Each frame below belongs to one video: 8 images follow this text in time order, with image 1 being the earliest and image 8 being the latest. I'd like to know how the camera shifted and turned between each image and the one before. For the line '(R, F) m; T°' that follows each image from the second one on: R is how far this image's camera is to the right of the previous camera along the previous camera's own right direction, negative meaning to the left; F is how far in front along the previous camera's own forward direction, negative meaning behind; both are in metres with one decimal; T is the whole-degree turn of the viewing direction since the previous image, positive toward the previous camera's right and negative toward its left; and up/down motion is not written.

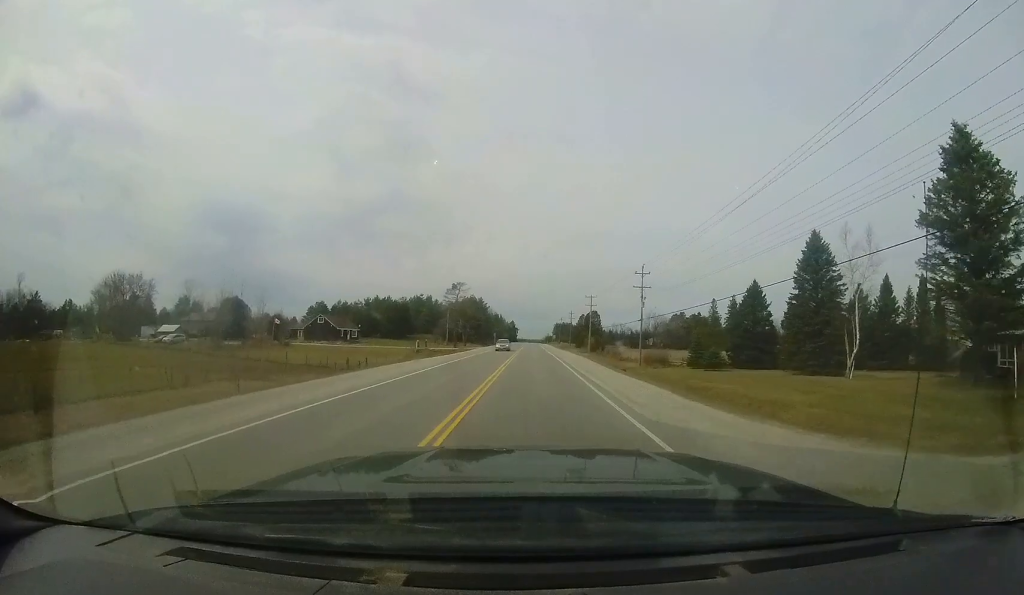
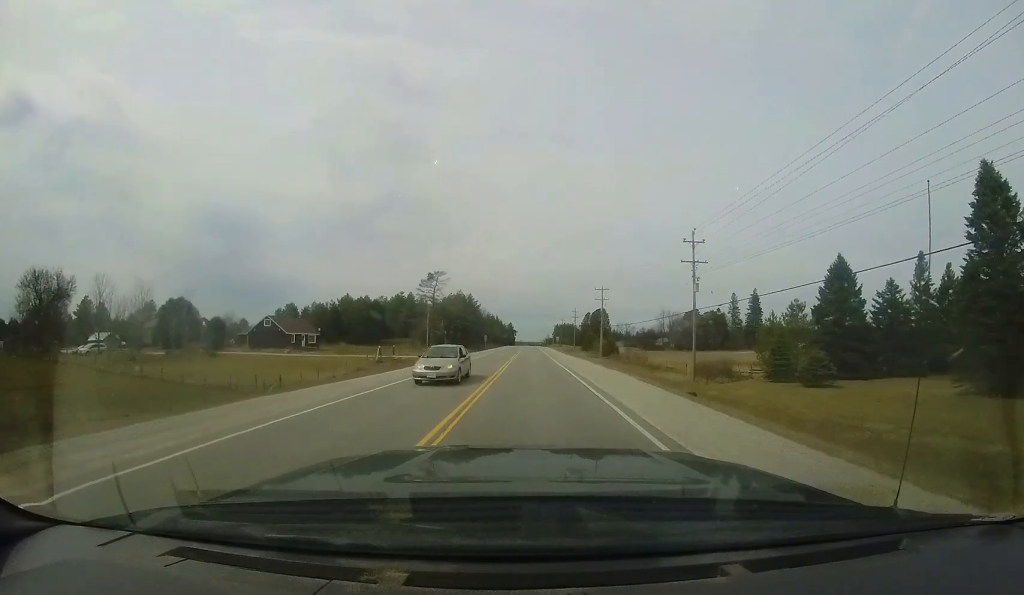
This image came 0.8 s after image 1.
(+0.1, +17.4) m; 0°
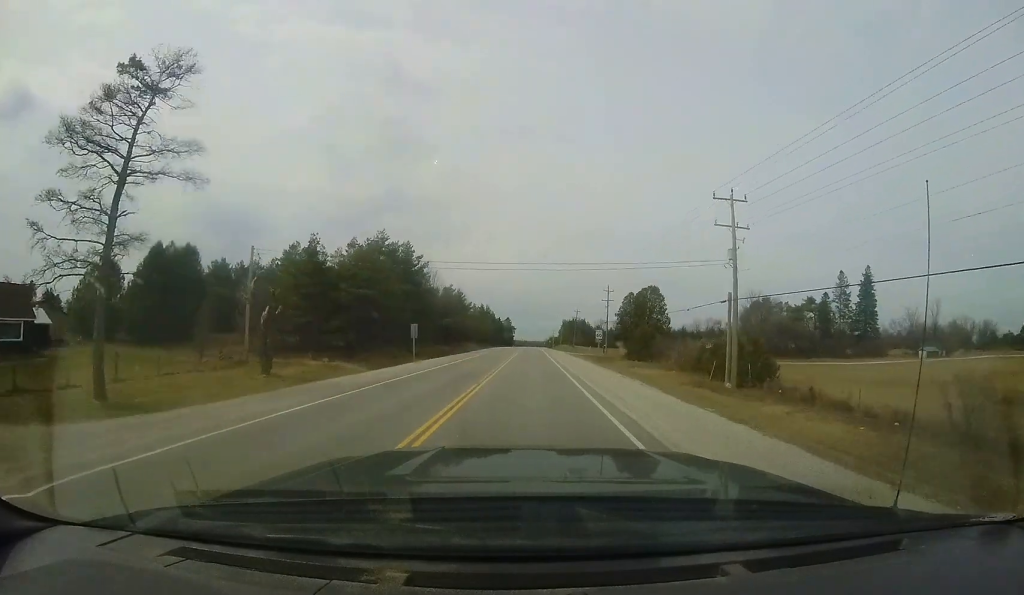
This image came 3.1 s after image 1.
(-0.6, +52.3) m; -1°
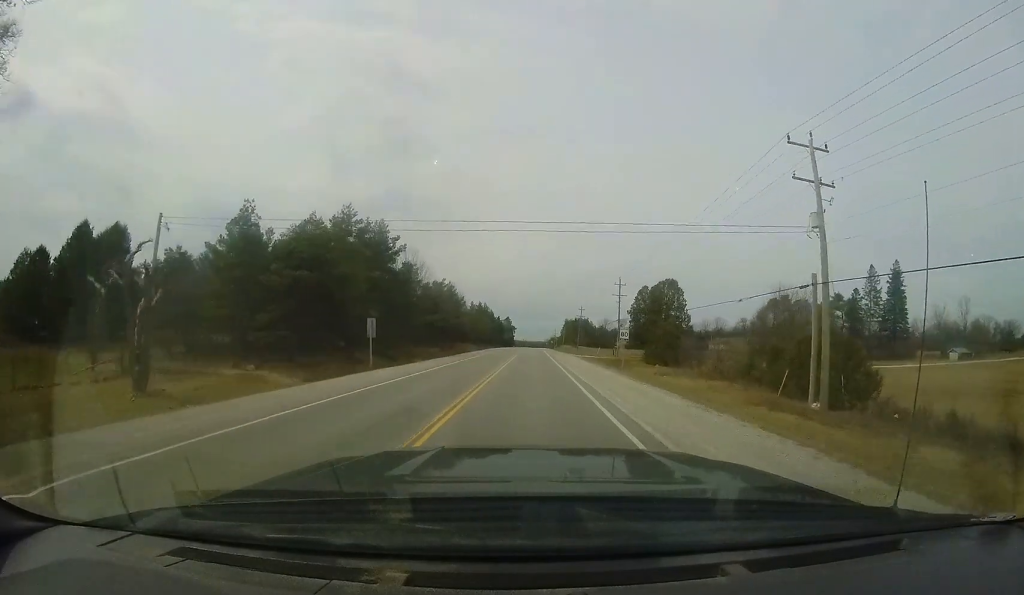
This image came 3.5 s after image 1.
(0.0, +9.1) m; 0°
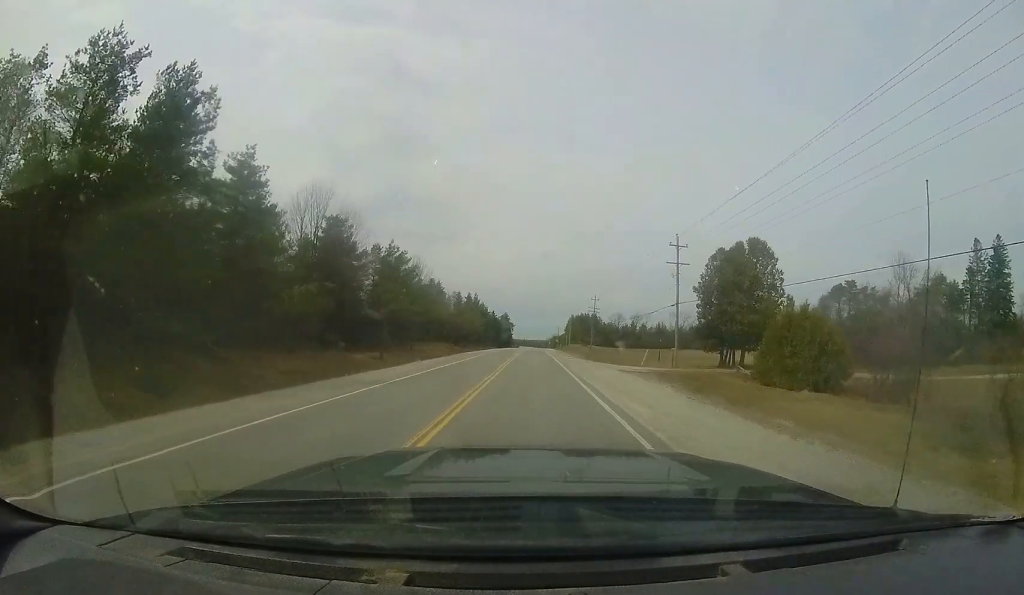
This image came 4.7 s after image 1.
(0.0, +26.1) m; +1°
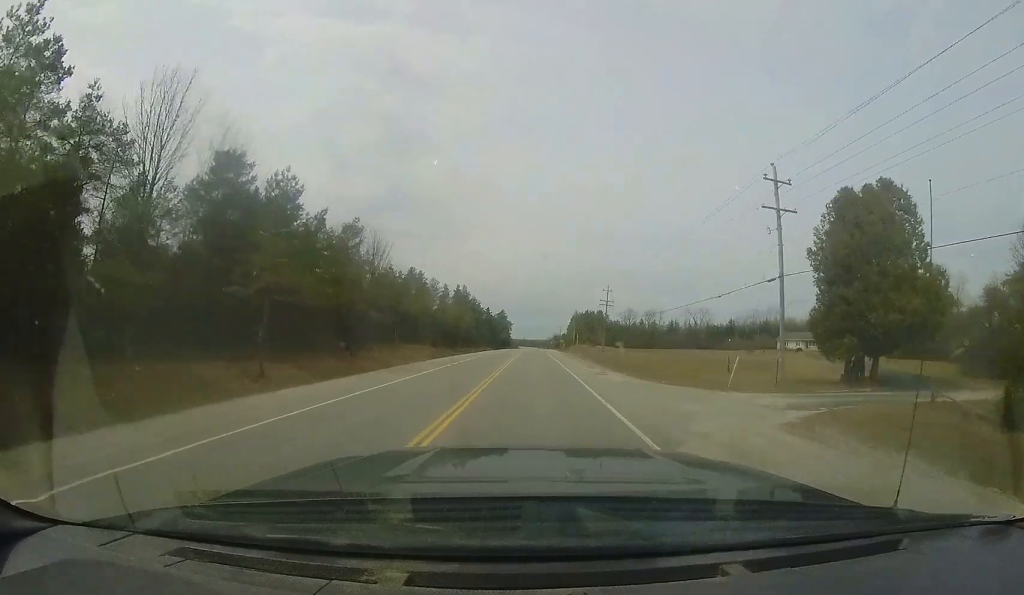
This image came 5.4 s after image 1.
(+0.2, +17.1) m; 0°
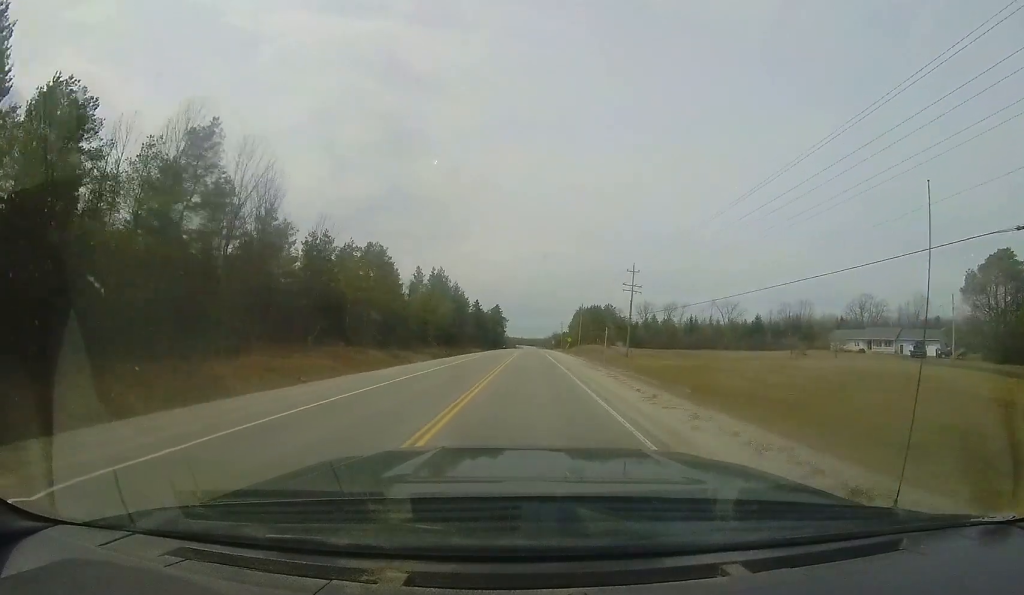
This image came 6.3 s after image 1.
(+0.1, +21.9) m; 0°
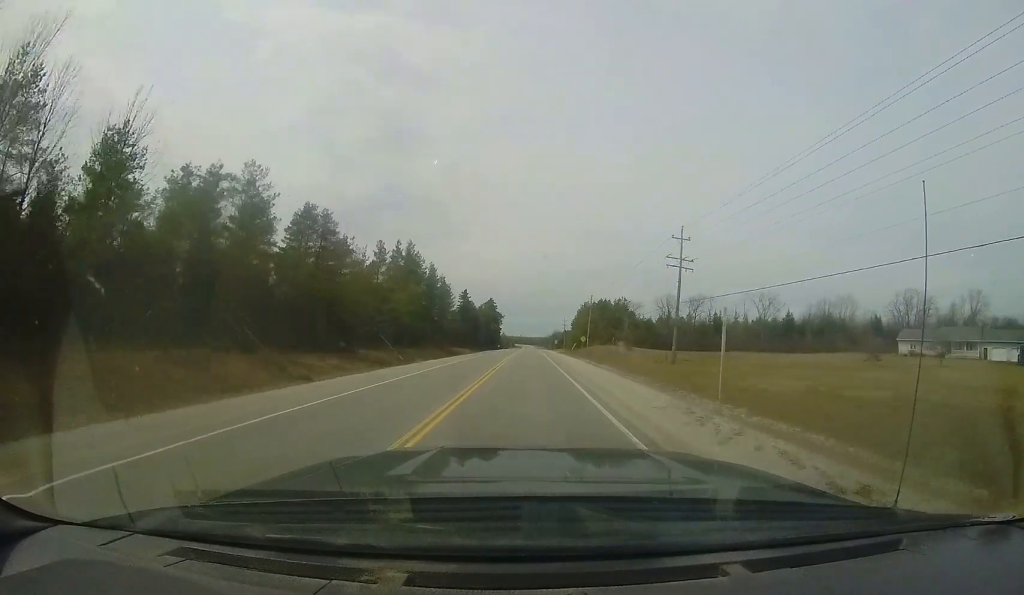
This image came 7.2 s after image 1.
(-0.1, +19.7) m; 0°
